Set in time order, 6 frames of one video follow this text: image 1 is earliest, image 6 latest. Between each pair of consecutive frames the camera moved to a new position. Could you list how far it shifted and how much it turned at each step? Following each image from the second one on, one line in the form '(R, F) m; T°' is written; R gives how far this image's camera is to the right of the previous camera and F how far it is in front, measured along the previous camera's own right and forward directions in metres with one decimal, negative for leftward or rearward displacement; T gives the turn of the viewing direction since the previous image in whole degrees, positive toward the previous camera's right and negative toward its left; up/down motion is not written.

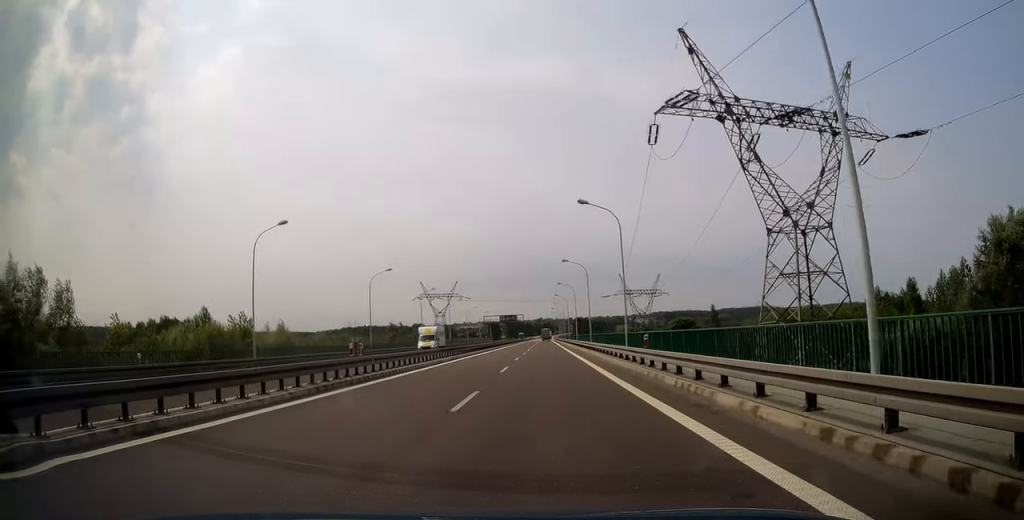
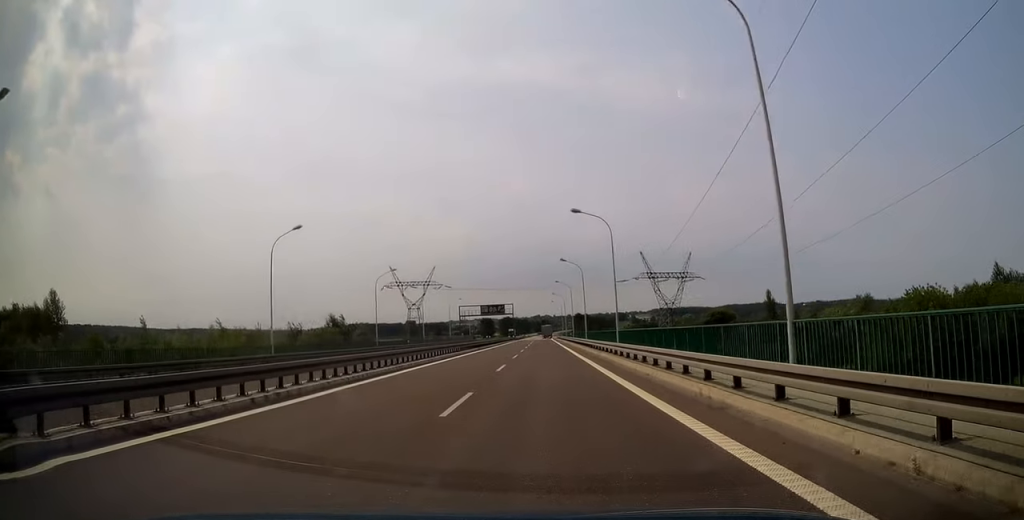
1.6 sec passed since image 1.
(-0.6, +48.8) m; -1°
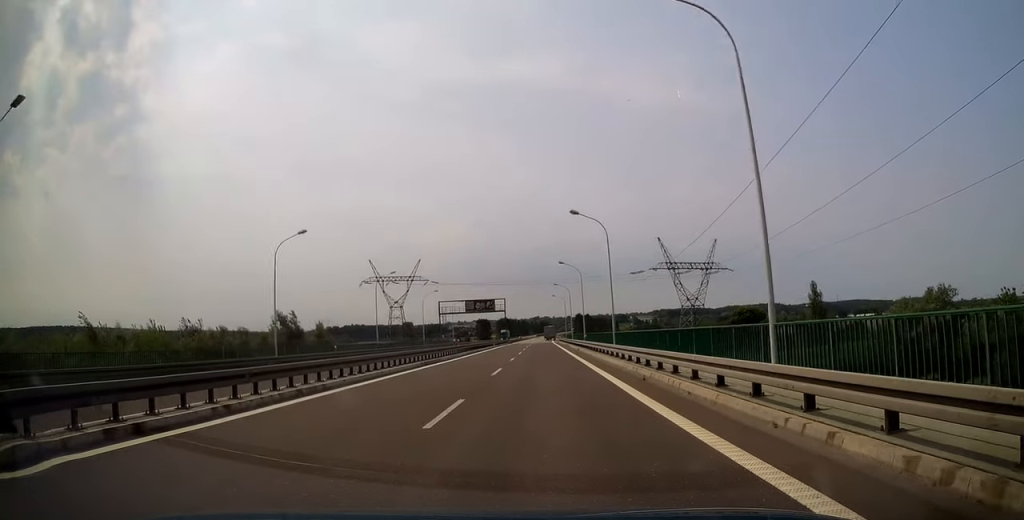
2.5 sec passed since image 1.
(+0.3, +25.1) m; +1°
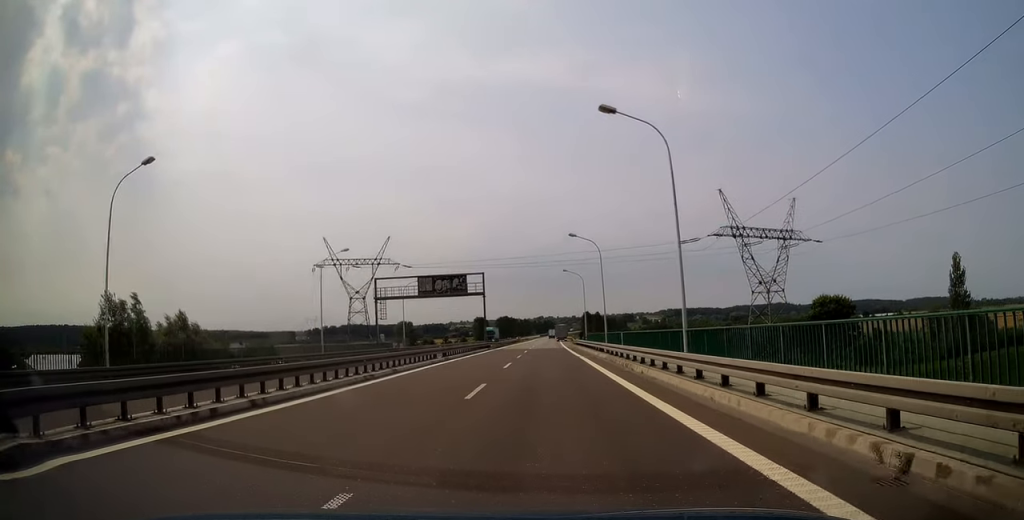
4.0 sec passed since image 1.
(-0.1, +43.8) m; -1°
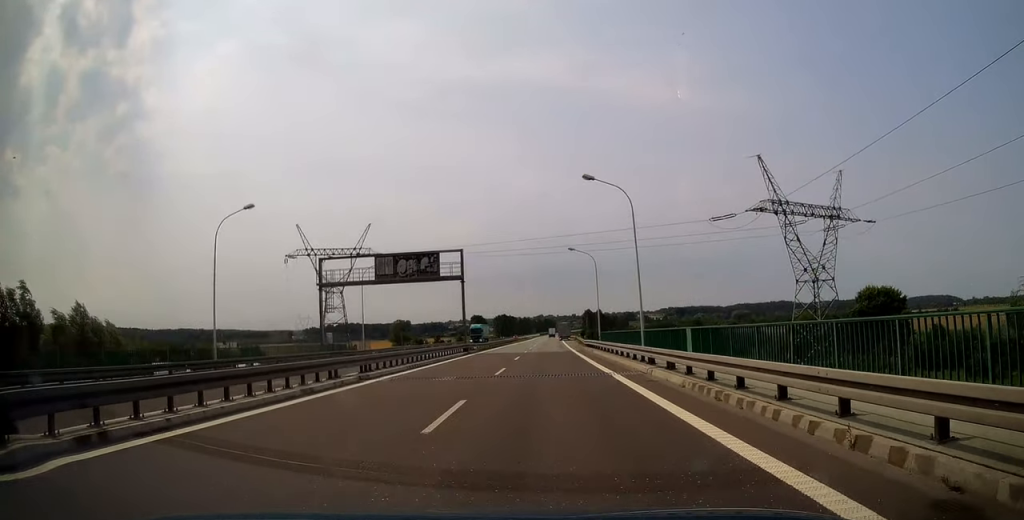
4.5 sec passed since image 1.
(-0.3, +16.7) m; 0°
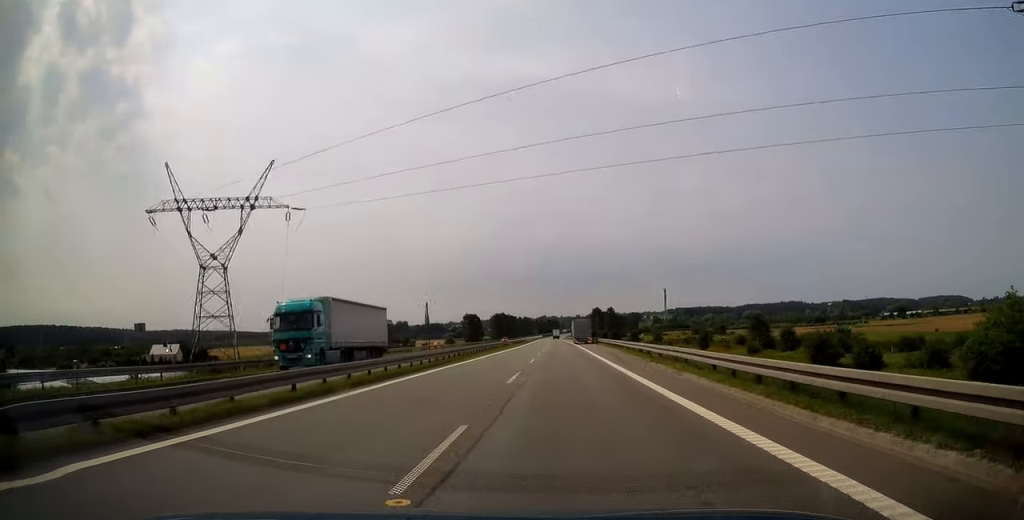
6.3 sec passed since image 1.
(+0.1, +51.6) m; 0°
